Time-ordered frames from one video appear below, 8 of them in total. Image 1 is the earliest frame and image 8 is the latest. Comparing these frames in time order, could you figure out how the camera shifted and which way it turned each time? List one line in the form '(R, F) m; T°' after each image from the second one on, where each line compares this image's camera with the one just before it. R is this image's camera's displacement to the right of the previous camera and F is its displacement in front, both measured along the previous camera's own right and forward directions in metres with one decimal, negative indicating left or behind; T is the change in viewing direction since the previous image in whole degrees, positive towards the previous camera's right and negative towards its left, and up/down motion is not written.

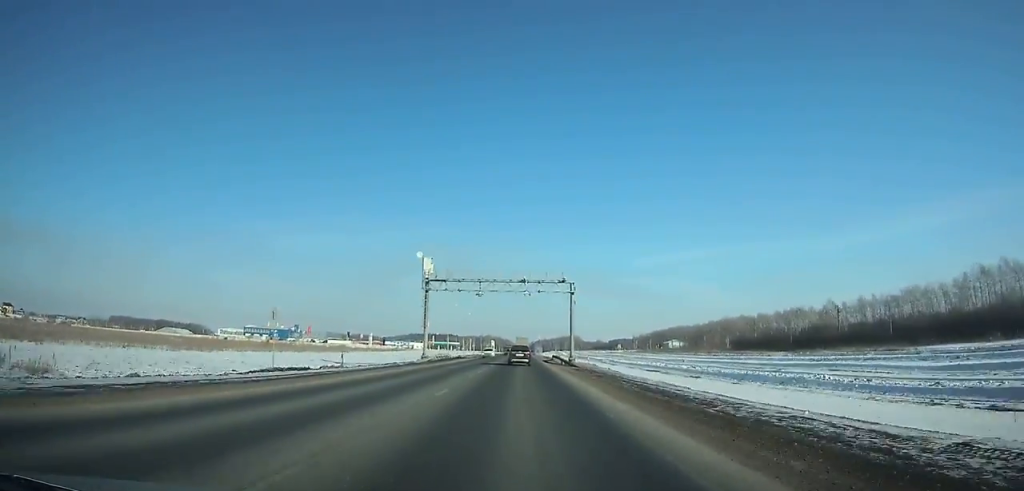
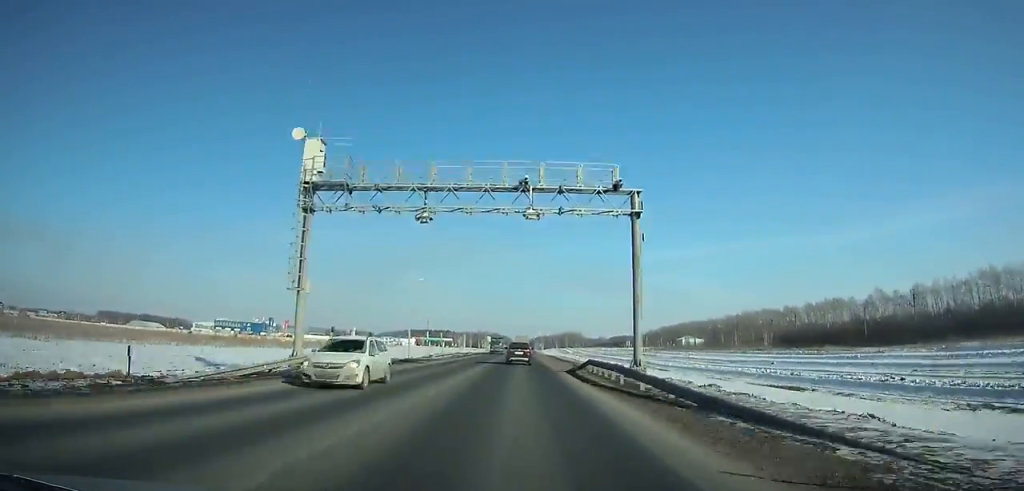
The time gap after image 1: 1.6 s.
(0.0, +35.7) m; 0°
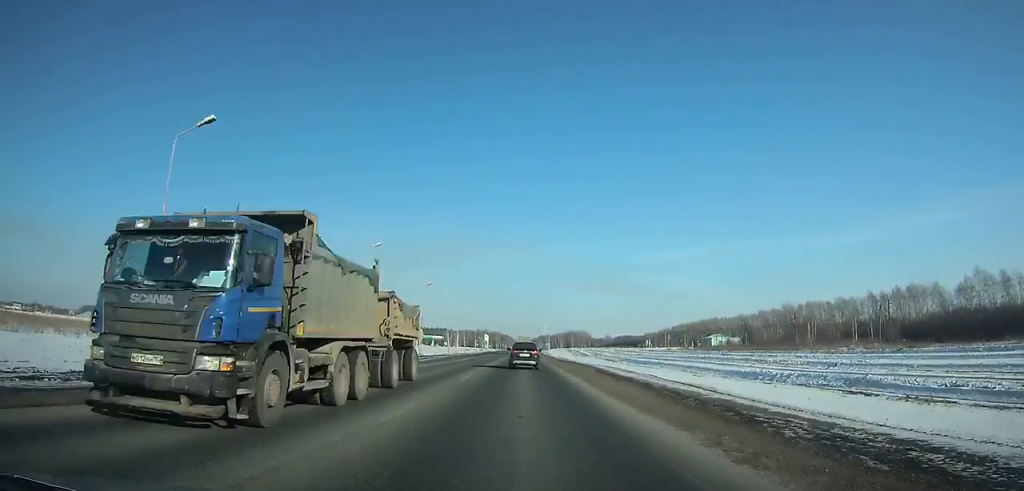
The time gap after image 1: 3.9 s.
(-0.1, +50.2) m; 0°
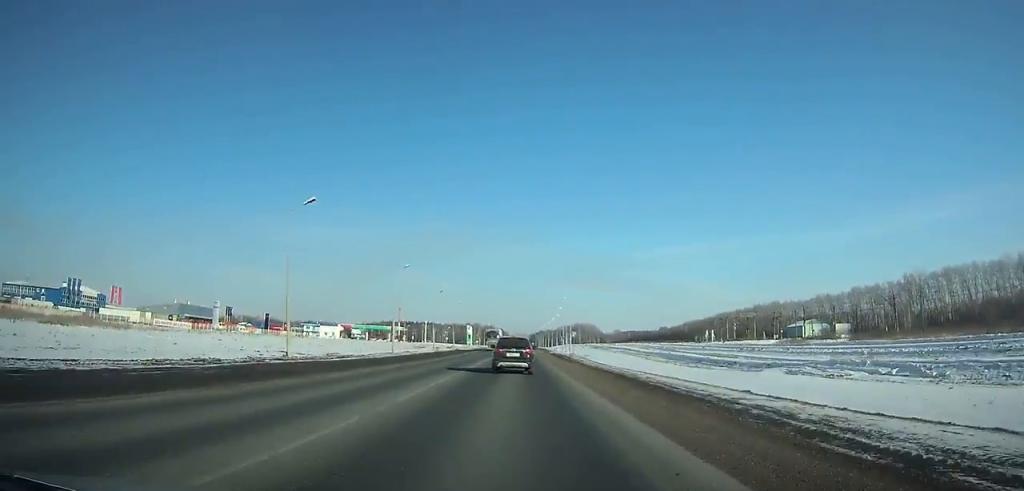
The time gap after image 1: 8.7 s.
(+0.2, +100.4) m; 0°
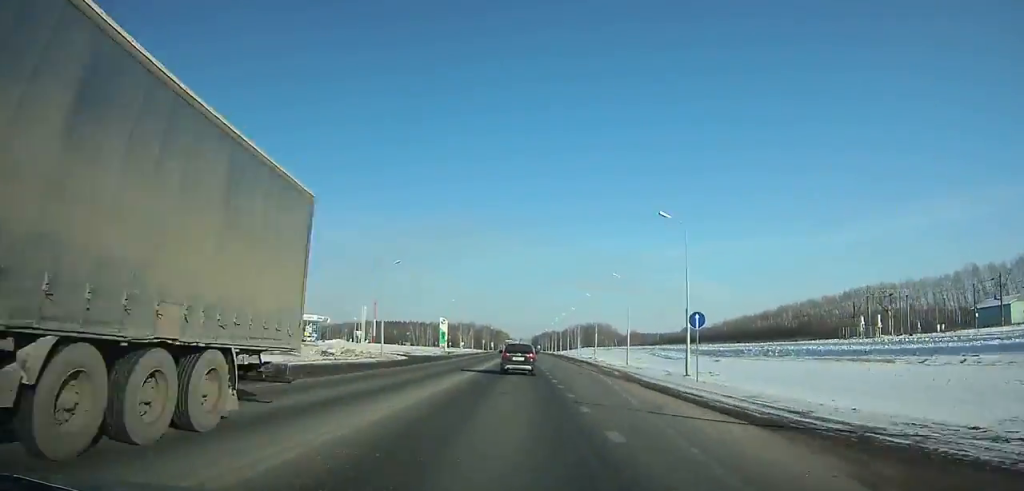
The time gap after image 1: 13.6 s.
(-0.2, +99.2) m; 0°
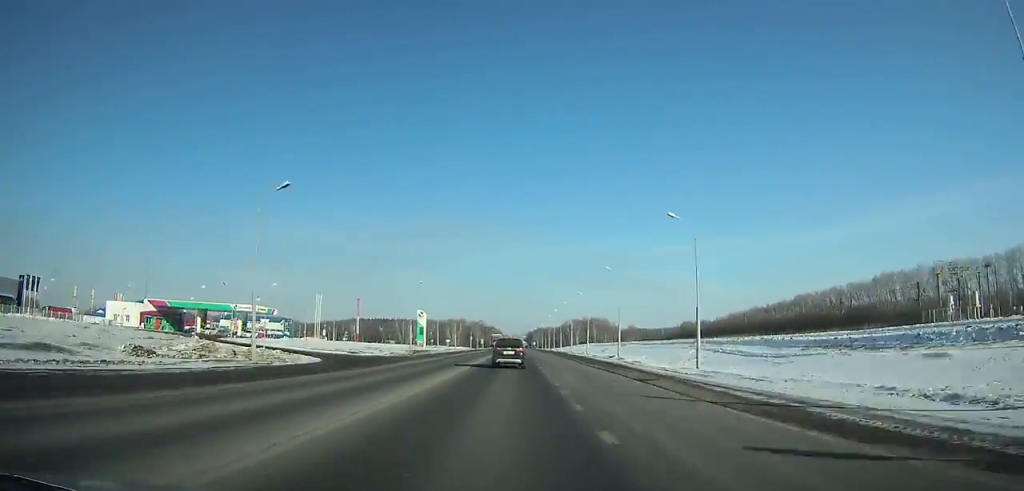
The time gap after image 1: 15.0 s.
(+0.1, +28.7) m; 0°
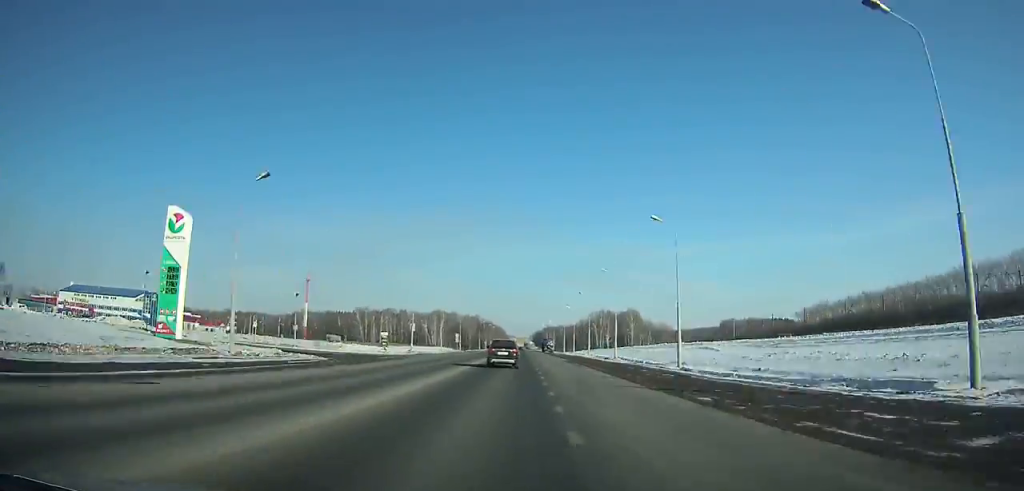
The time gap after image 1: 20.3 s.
(-0.3, +111.4) m; 0°
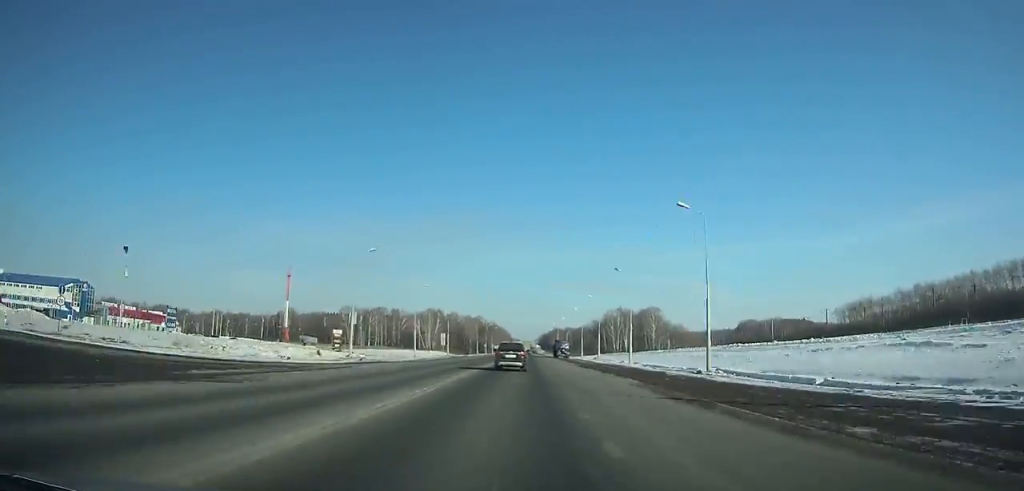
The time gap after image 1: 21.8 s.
(-0.2, +32.4) m; 0°
